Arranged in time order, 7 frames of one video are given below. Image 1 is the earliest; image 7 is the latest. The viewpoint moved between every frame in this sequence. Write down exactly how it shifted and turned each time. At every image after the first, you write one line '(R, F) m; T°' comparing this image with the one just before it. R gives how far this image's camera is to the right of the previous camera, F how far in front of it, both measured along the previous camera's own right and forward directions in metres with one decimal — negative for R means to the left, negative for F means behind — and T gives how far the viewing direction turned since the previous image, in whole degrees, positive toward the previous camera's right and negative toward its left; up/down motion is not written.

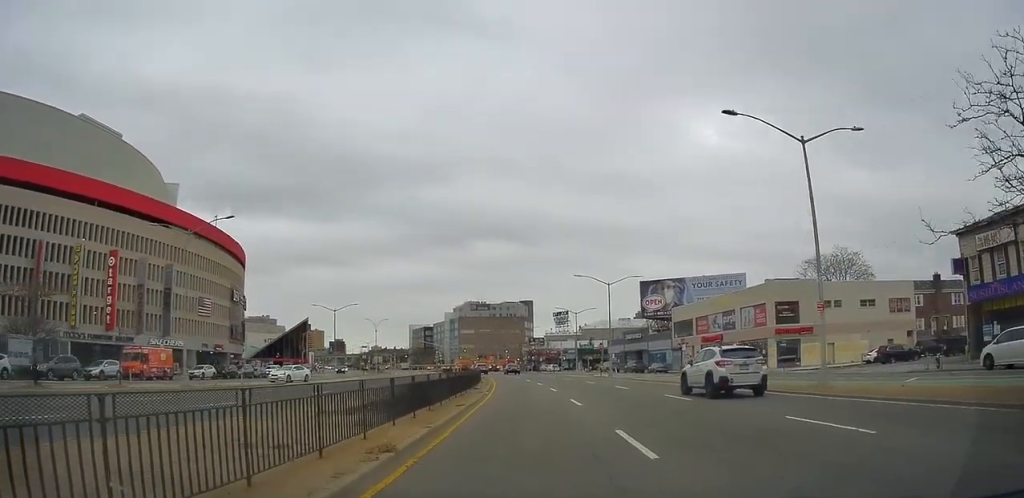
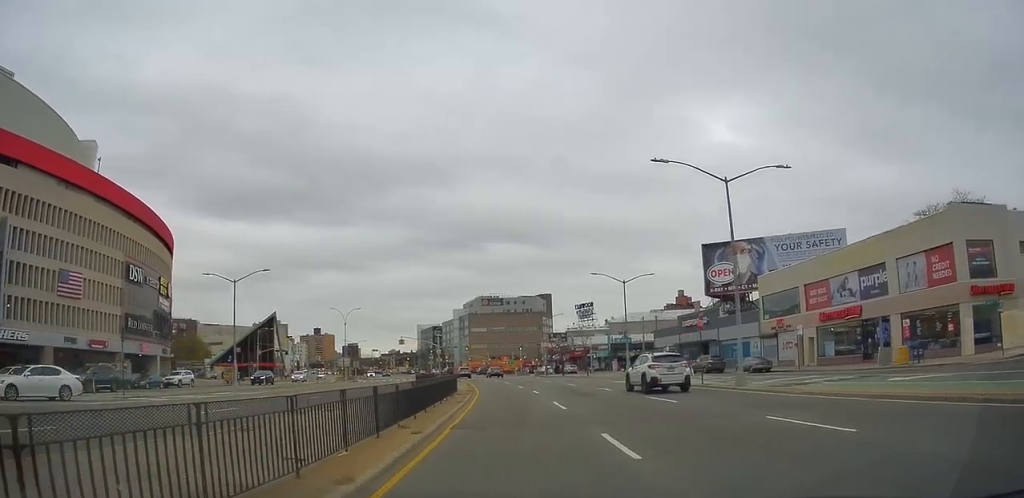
(-0.1, +29.8) m; -1°
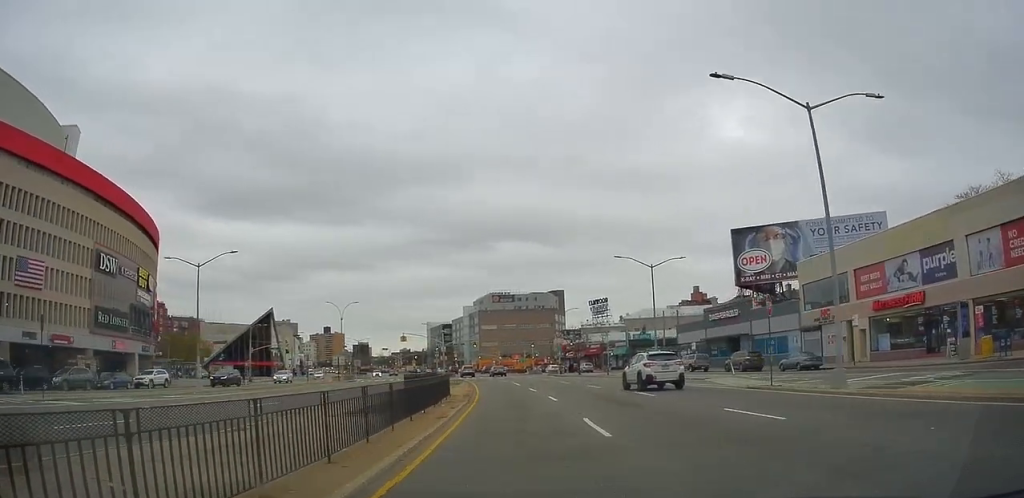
(-0.3, +7.1) m; -1°
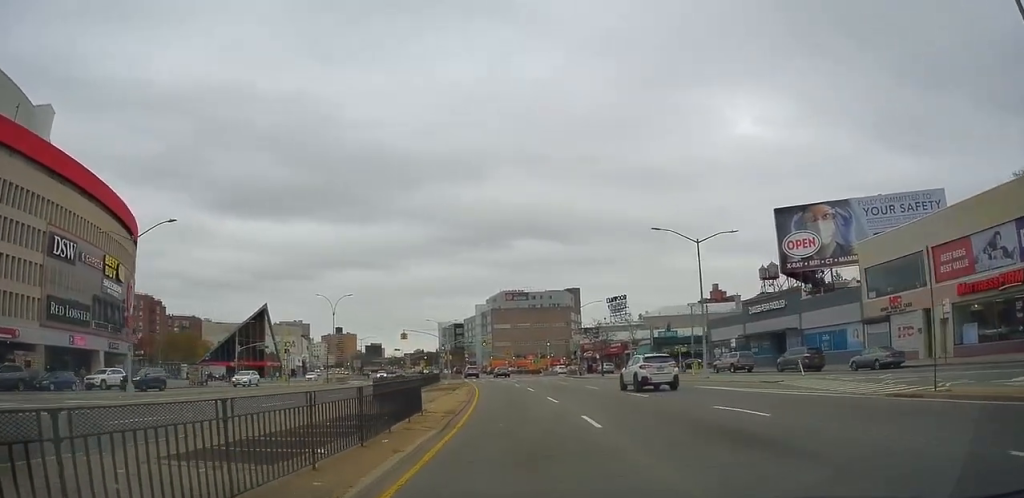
(0.0, +9.1) m; -1°
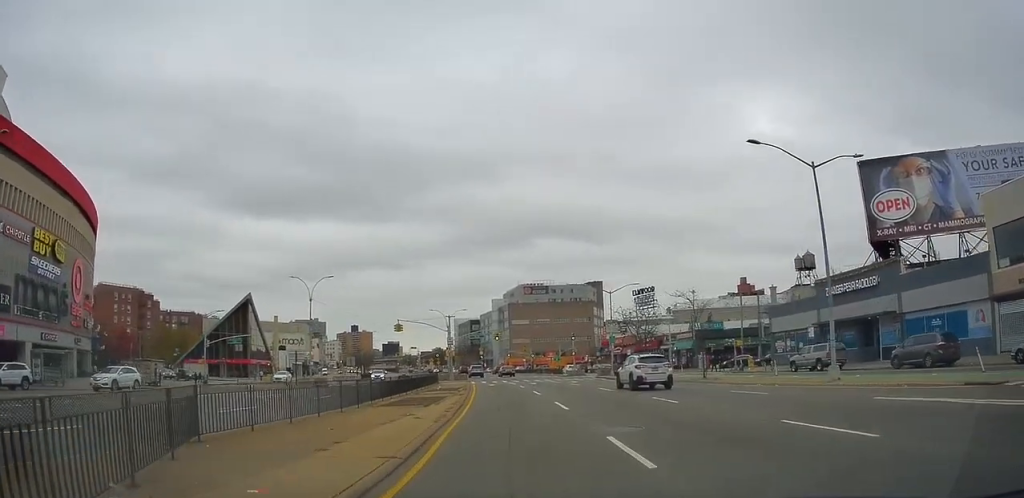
(-0.1, +13.8) m; -1°
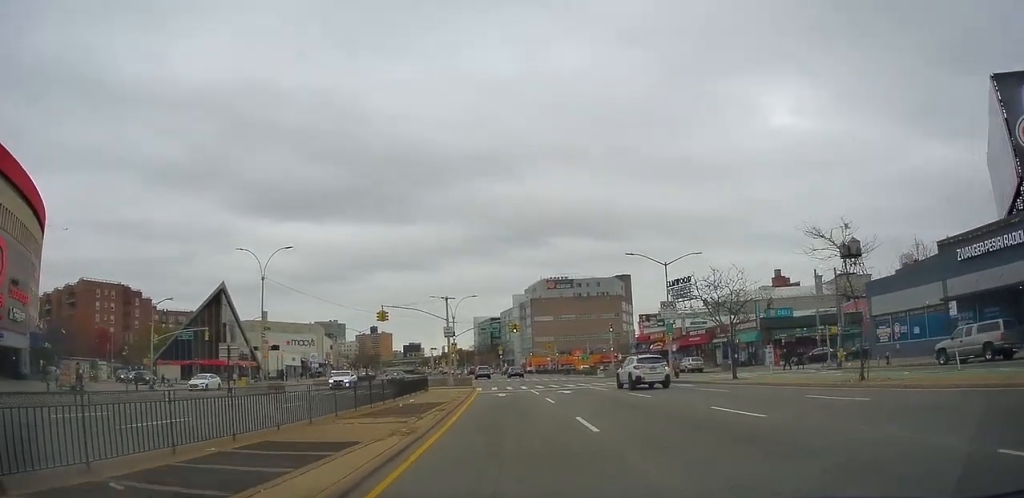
(-0.2, +15.9) m; -2°
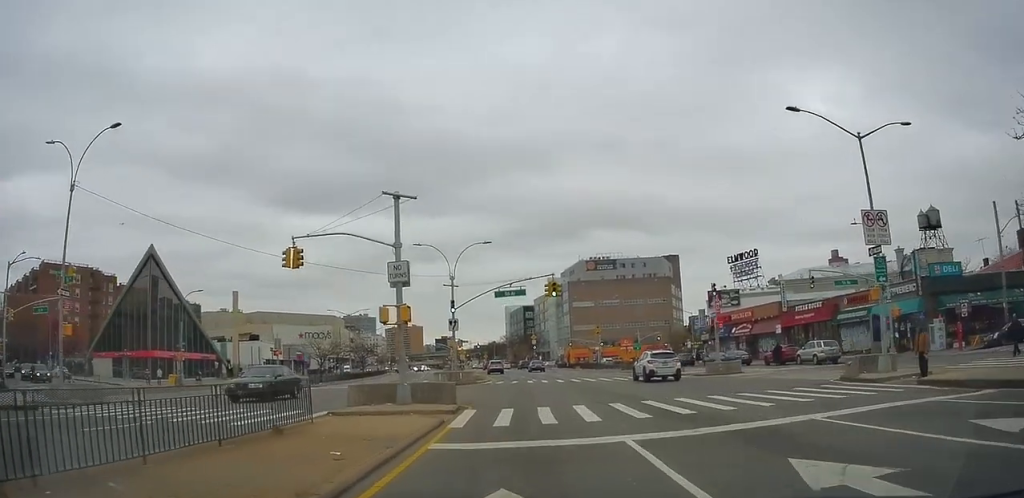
(-1.1, +24.6) m; -7°
